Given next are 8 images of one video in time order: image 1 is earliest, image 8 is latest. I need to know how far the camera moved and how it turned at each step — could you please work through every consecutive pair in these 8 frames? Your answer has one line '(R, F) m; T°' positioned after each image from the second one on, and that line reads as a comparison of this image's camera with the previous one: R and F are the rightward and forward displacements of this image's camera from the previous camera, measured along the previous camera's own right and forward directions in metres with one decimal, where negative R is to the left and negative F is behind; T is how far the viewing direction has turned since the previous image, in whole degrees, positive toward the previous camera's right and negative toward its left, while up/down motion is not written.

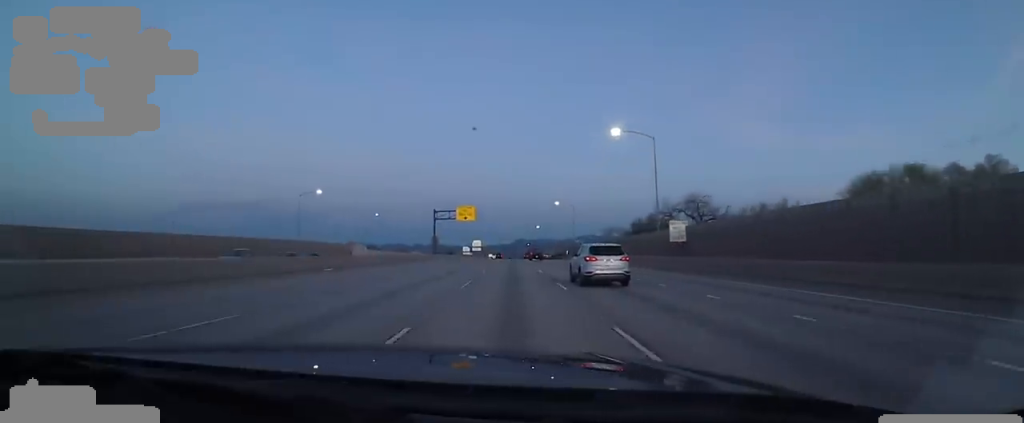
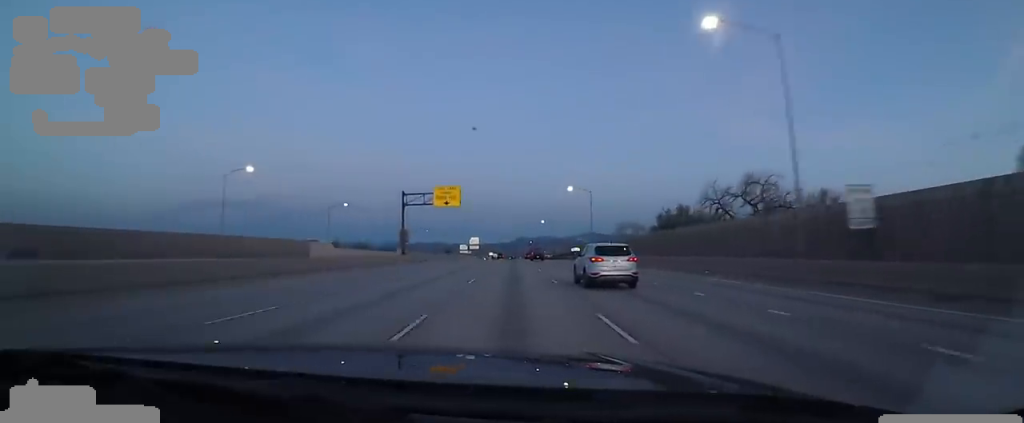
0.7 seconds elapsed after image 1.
(0.0, +21.7) m; 0°
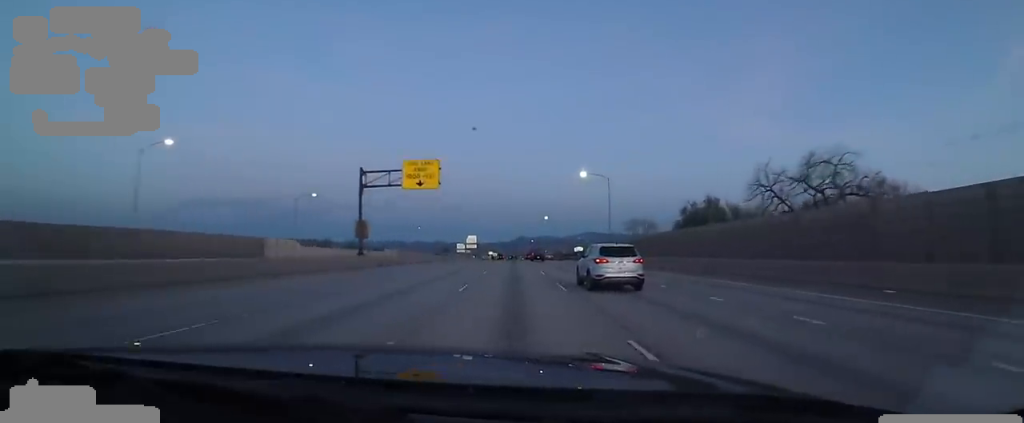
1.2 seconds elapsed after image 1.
(0.0, +15.0) m; 0°
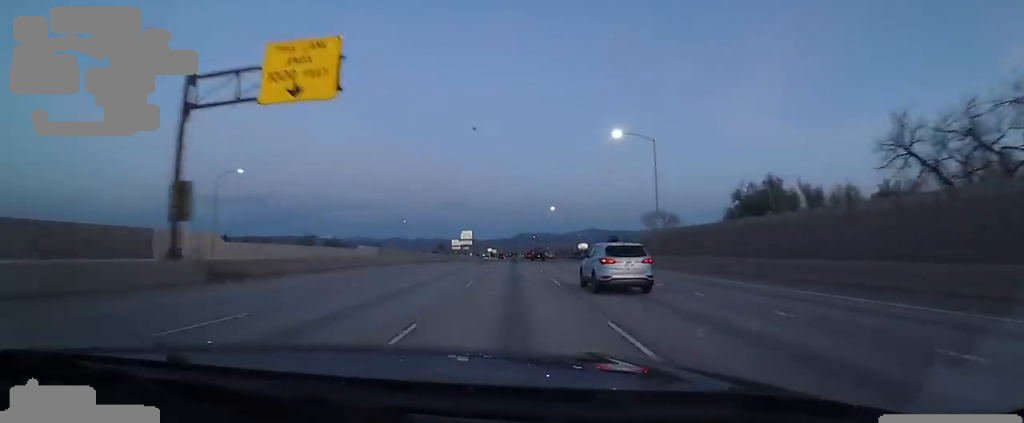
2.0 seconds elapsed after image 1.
(0.0, +22.1) m; 0°
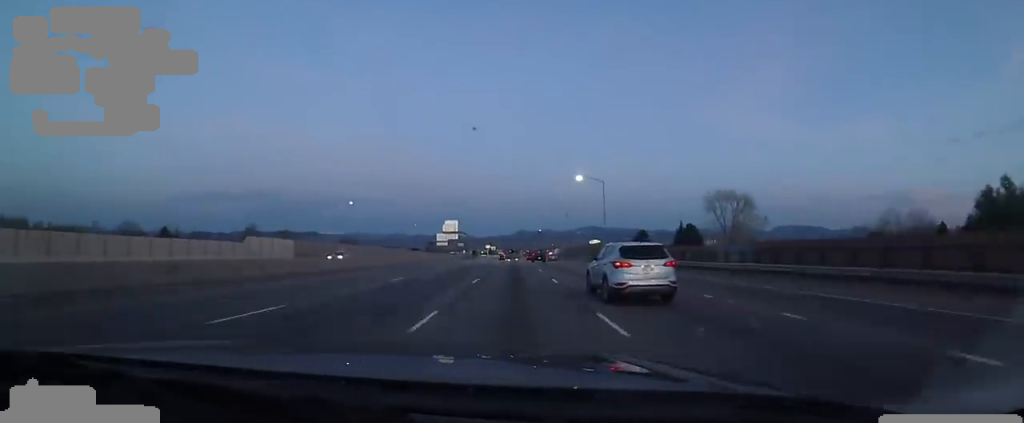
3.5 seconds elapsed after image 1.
(0.0, +47.0) m; 0°
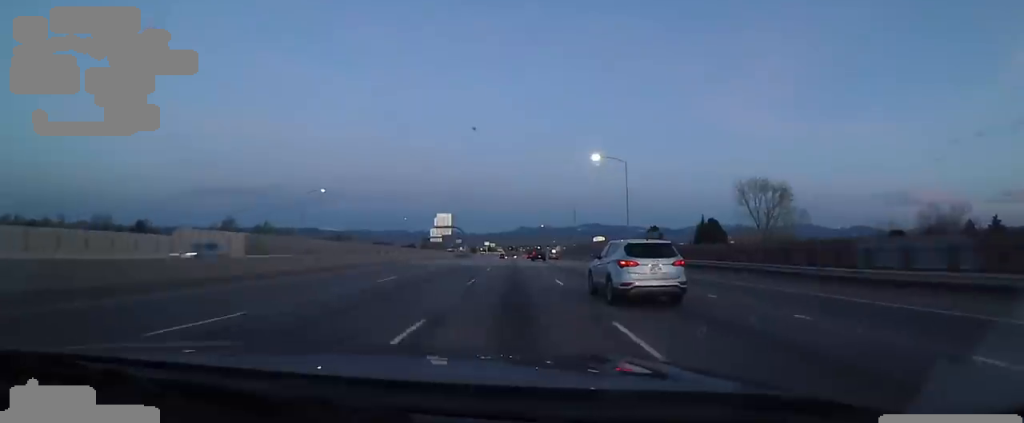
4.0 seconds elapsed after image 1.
(0.0, +14.5) m; 0°
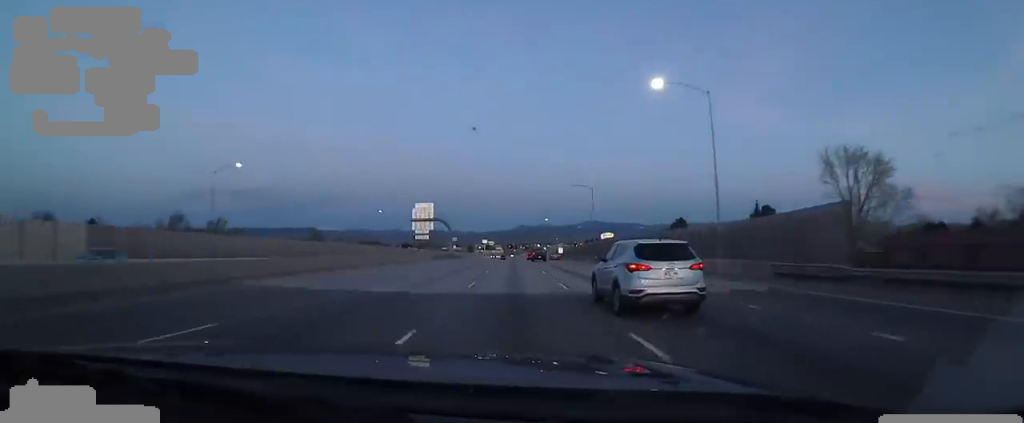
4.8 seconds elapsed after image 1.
(0.0, +25.9) m; 0°
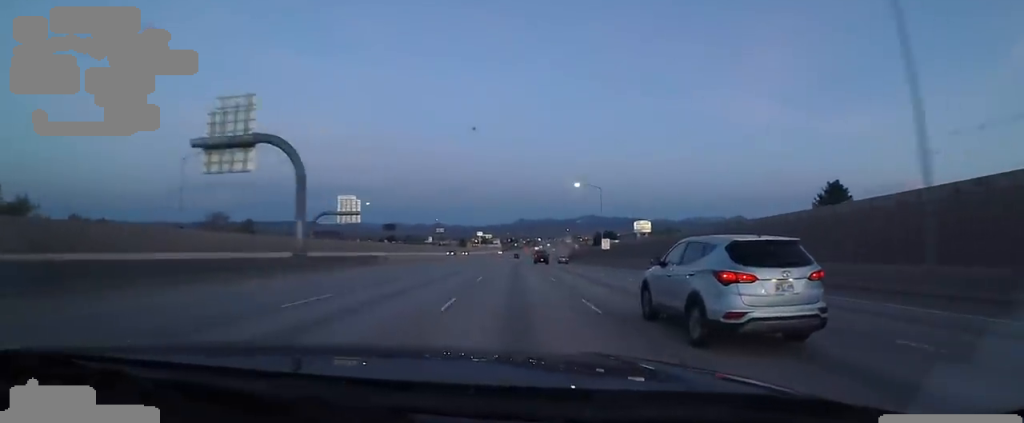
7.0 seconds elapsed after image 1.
(0.0, +68.1) m; 0°
